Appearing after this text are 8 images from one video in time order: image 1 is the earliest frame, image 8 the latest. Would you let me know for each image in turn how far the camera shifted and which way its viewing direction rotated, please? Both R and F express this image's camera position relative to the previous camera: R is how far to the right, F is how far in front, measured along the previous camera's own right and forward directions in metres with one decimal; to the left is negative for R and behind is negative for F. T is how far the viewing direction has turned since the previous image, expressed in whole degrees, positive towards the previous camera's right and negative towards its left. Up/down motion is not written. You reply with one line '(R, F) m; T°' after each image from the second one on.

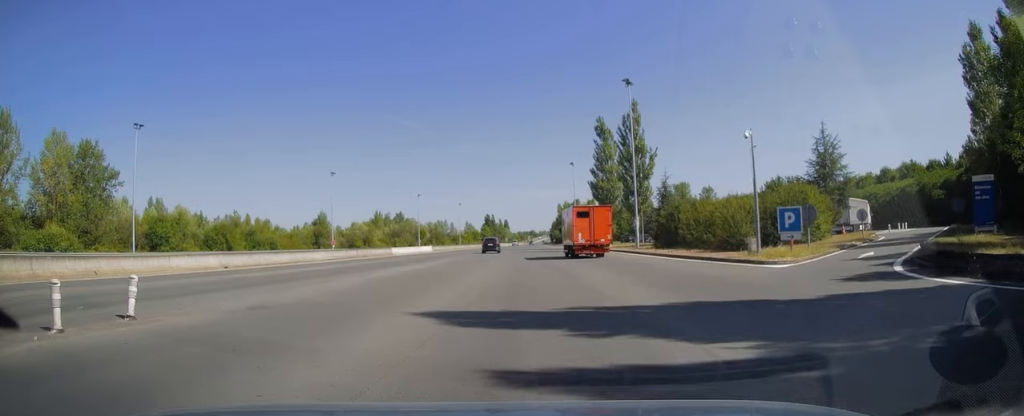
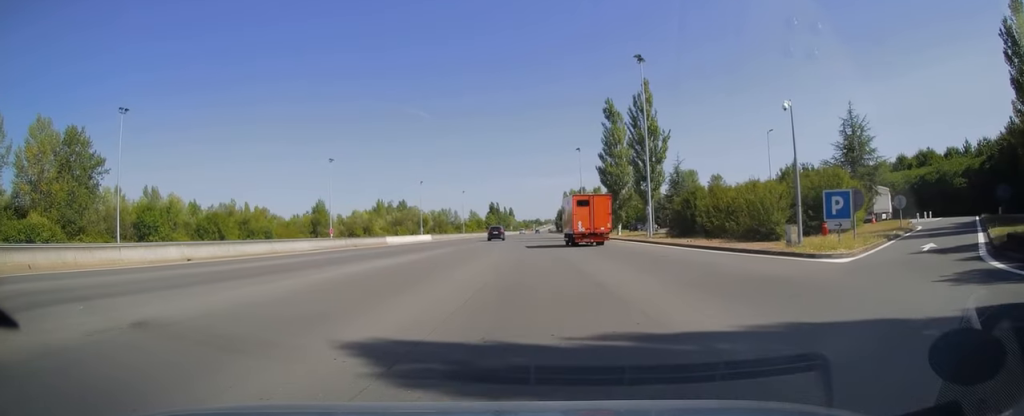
(0.0, +4.2) m; 0°
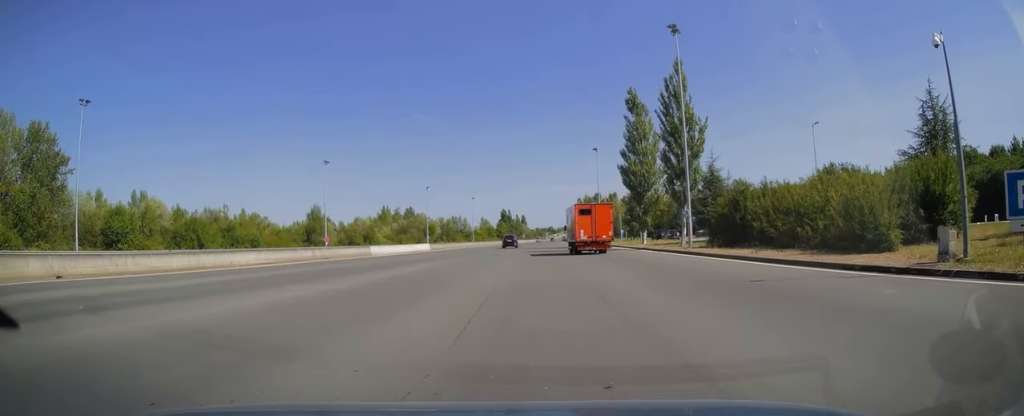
(0.0, +10.5) m; 0°
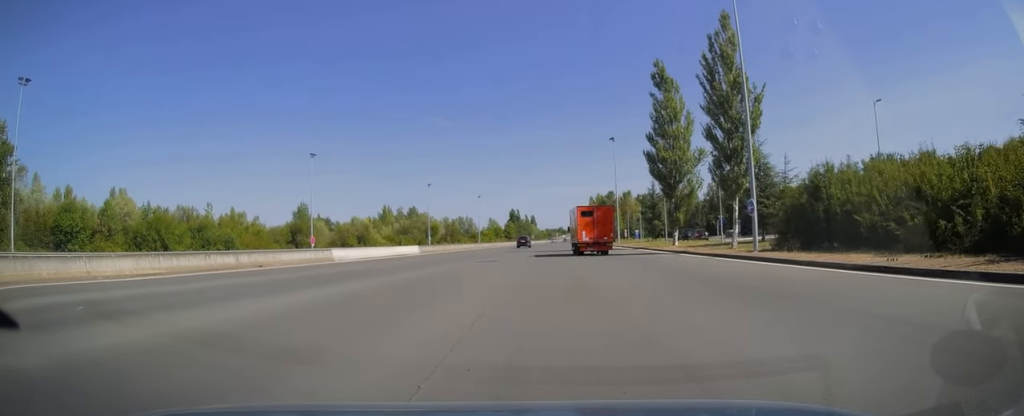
(0.0, +12.1) m; 0°
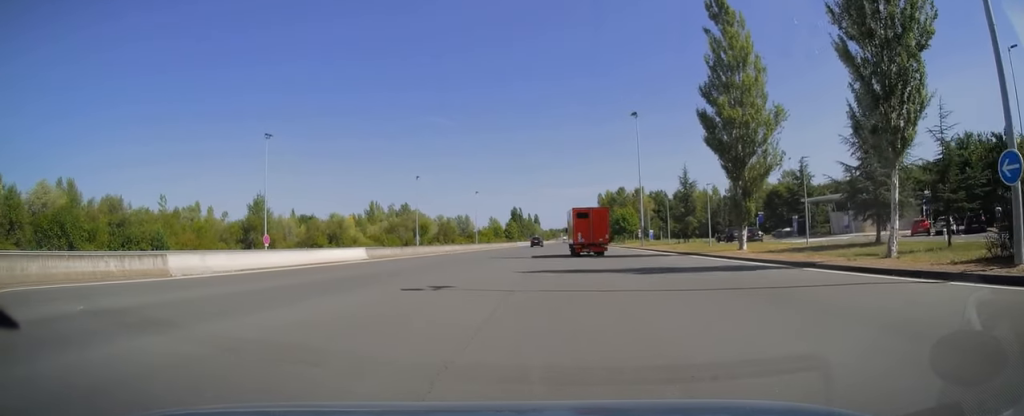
(-0.2, +19.3) m; -1°
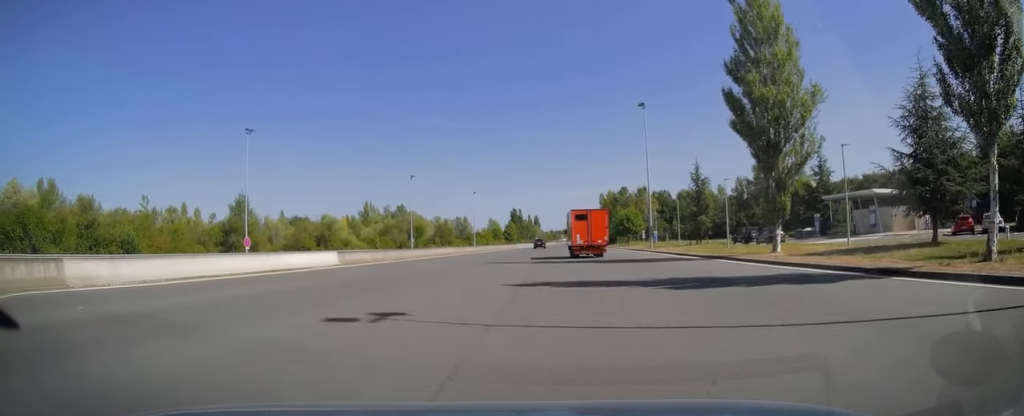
(0.0, +5.7) m; 0°
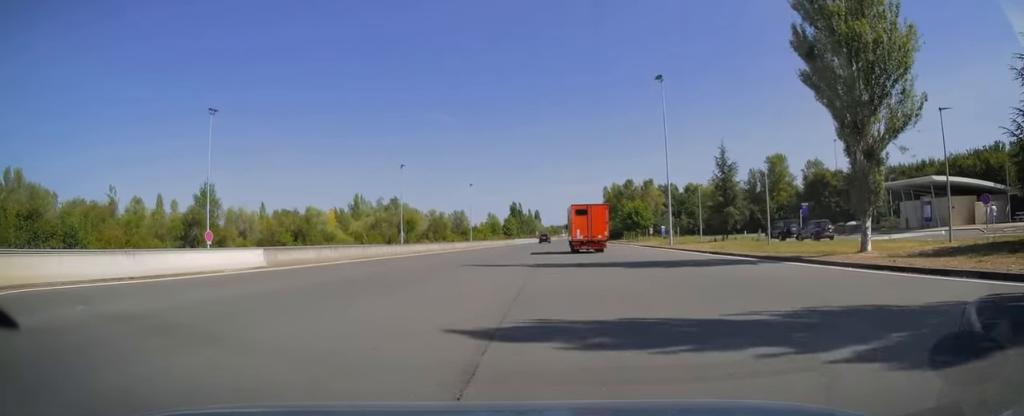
(0.0, +9.9) m; 0°
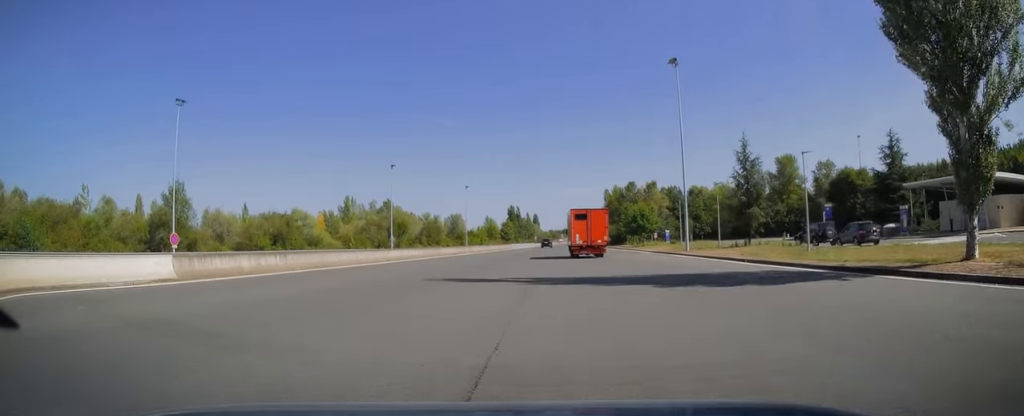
(0.0, +6.9) m; 0°
